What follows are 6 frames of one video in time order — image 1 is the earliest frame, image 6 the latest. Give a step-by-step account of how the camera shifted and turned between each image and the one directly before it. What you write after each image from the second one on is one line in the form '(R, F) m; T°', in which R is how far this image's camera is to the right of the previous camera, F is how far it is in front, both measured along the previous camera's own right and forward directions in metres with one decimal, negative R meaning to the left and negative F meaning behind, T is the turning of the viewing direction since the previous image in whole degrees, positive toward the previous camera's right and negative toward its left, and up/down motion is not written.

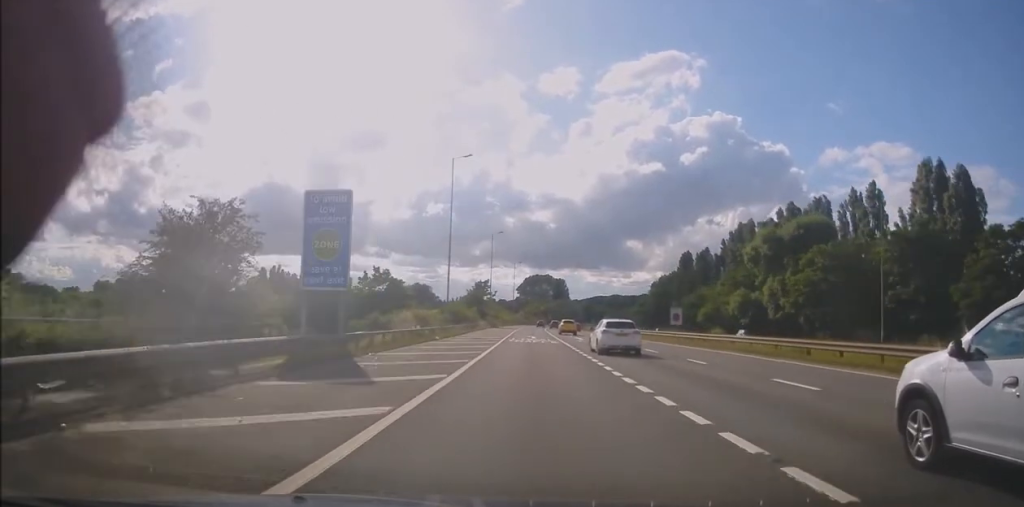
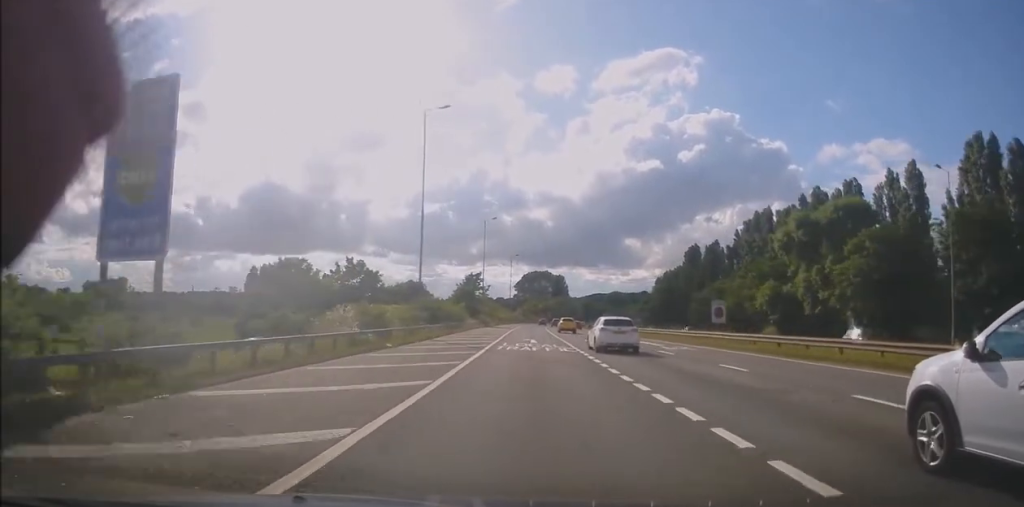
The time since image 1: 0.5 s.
(-0.1, +12.3) m; 0°
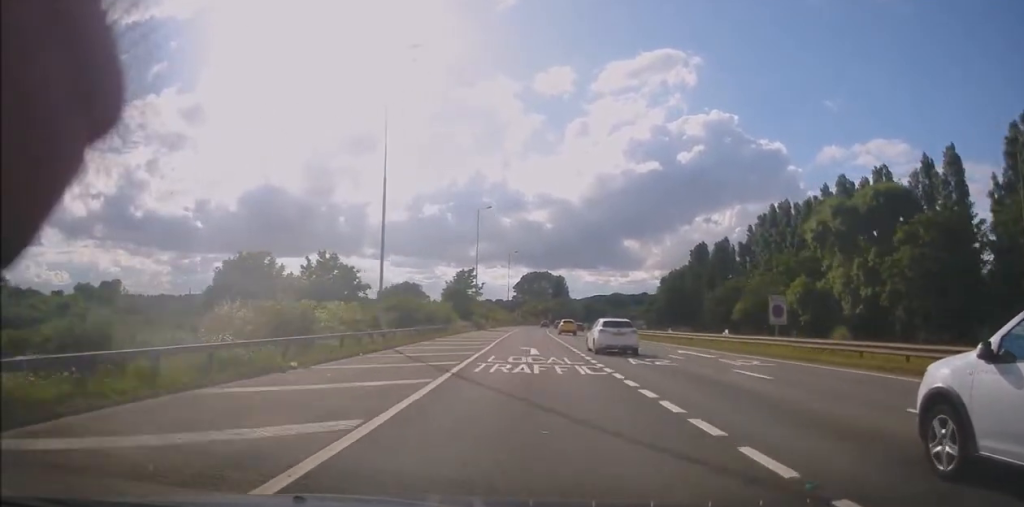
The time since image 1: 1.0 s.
(+0.2, +9.9) m; +1°
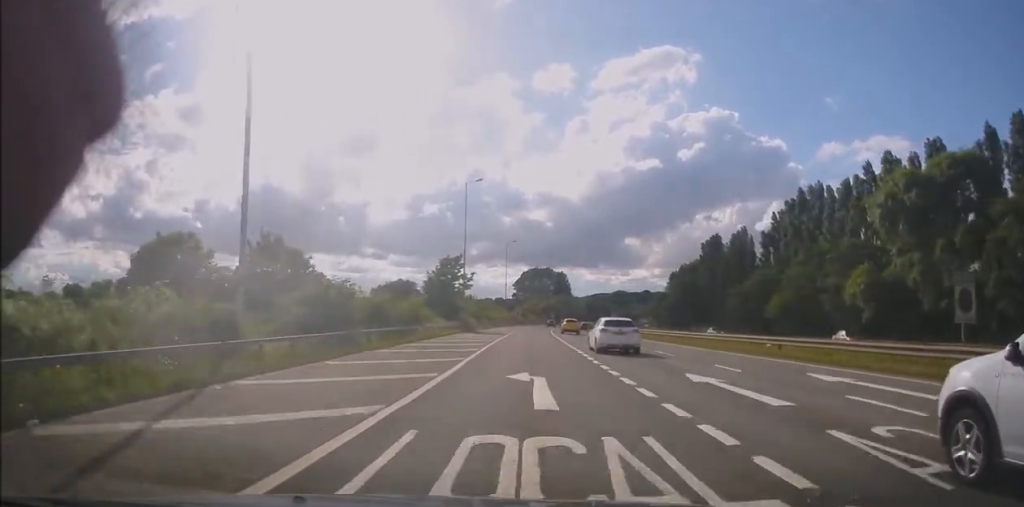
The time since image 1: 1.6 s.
(+0.1, +14.4) m; 0°
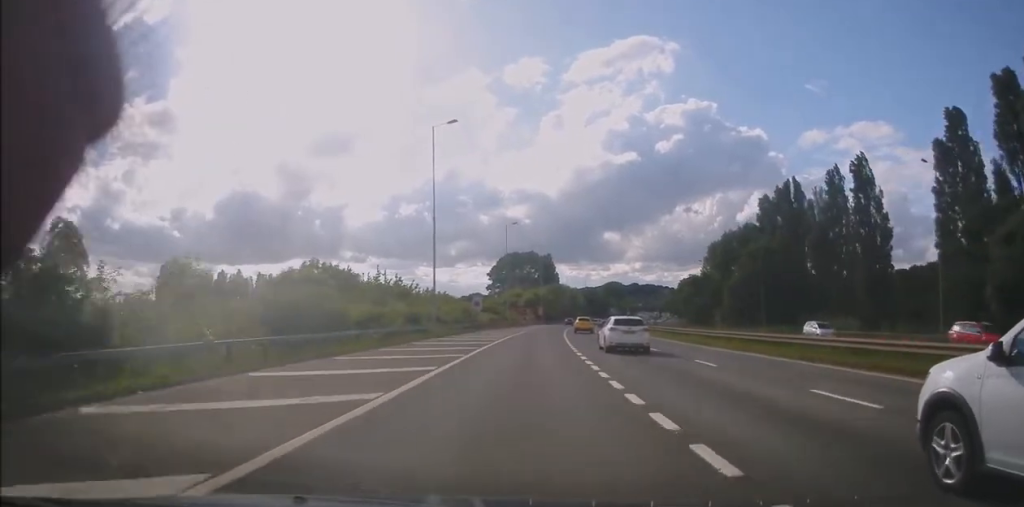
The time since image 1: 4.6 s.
(+0.3, +65.6) m; +2°
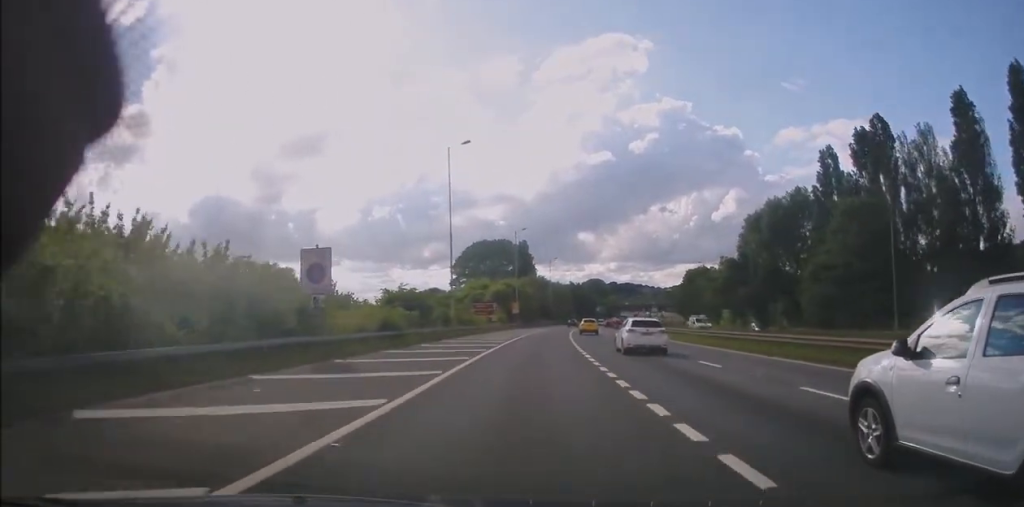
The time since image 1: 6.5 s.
(-0.3, +41.5) m; +1°
